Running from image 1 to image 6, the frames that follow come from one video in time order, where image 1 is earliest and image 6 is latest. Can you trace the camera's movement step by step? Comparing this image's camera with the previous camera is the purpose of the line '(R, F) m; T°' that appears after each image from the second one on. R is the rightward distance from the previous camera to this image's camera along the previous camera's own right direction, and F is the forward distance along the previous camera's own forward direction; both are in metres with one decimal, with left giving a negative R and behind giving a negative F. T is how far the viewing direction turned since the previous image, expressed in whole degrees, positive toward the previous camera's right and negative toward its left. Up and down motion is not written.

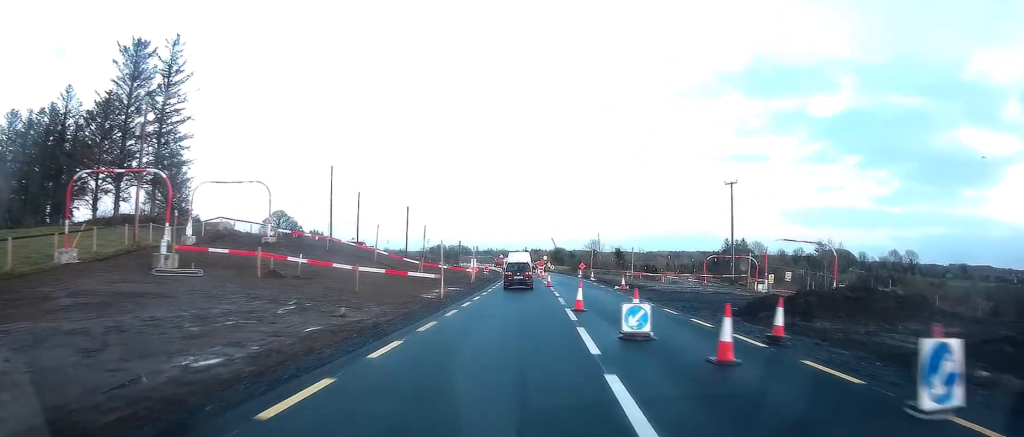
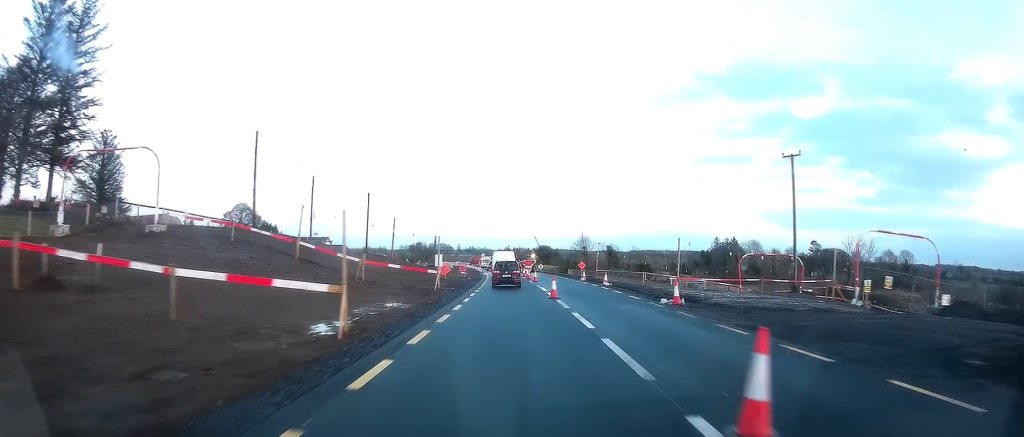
(+0.3, +14.6) m; +2°
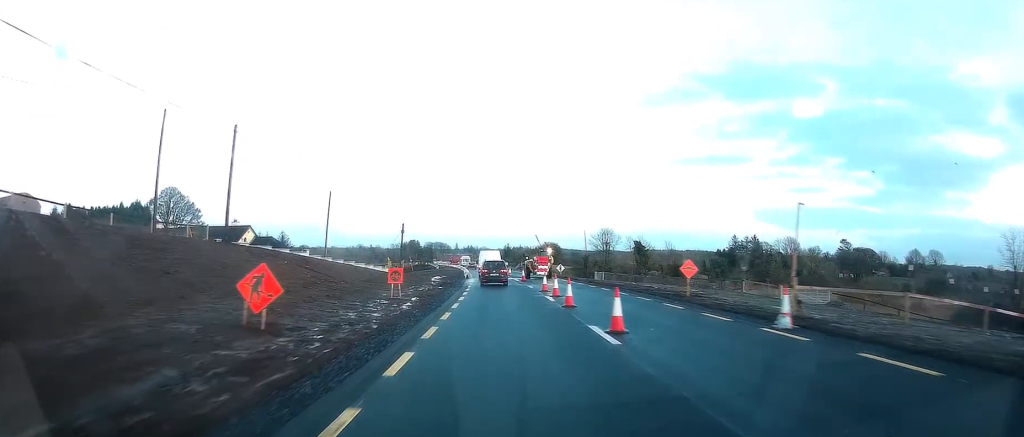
(-0.8, +35.0) m; -2°
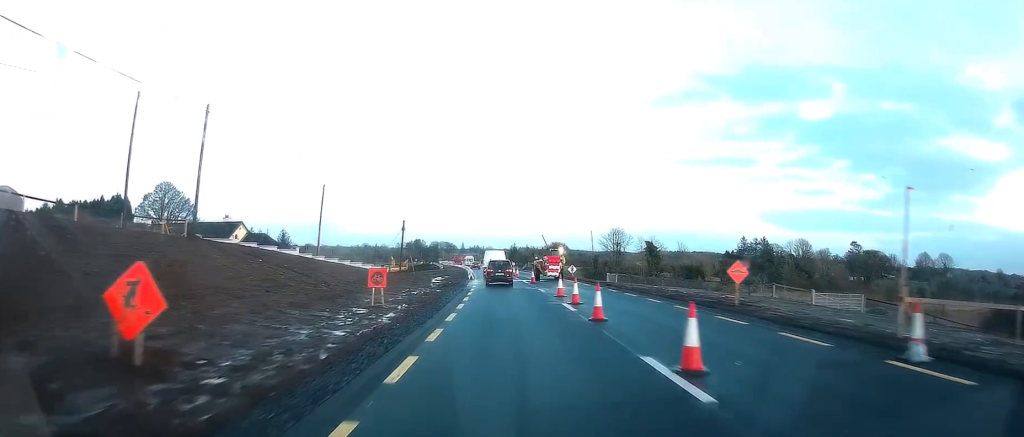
(0.0, +4.6) m; 0°
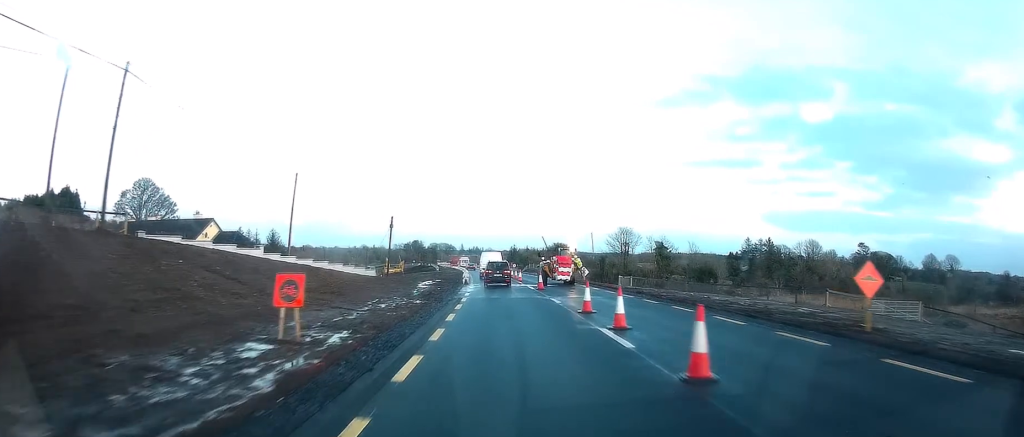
(-0.1, +7.9) m; +1°
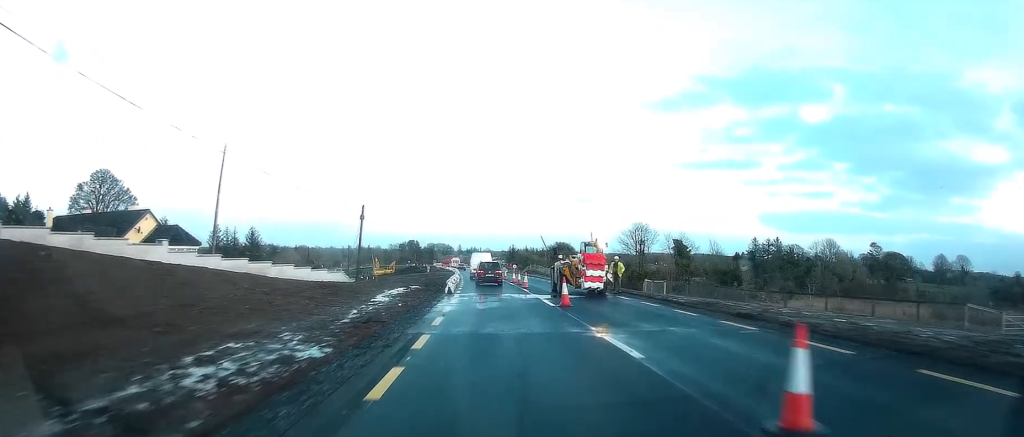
(+0.3, +13.2) m; 0°
